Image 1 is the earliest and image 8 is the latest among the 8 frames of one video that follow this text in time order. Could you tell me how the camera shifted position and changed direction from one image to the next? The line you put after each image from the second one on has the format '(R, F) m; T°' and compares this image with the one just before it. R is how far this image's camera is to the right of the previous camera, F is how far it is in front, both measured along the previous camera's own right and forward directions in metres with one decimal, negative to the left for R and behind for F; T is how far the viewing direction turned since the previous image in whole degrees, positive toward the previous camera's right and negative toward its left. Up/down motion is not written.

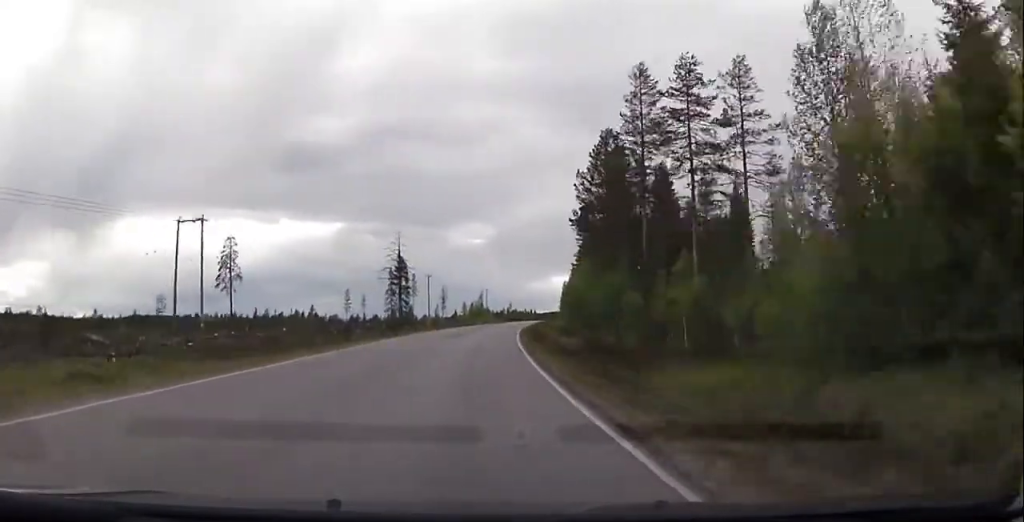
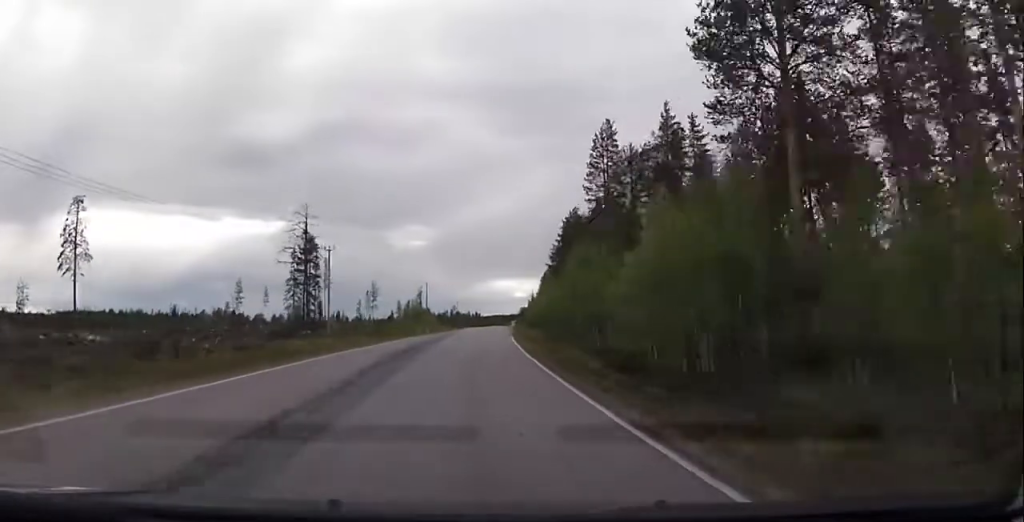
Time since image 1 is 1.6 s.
(+1.8, +44.8) m; +4°
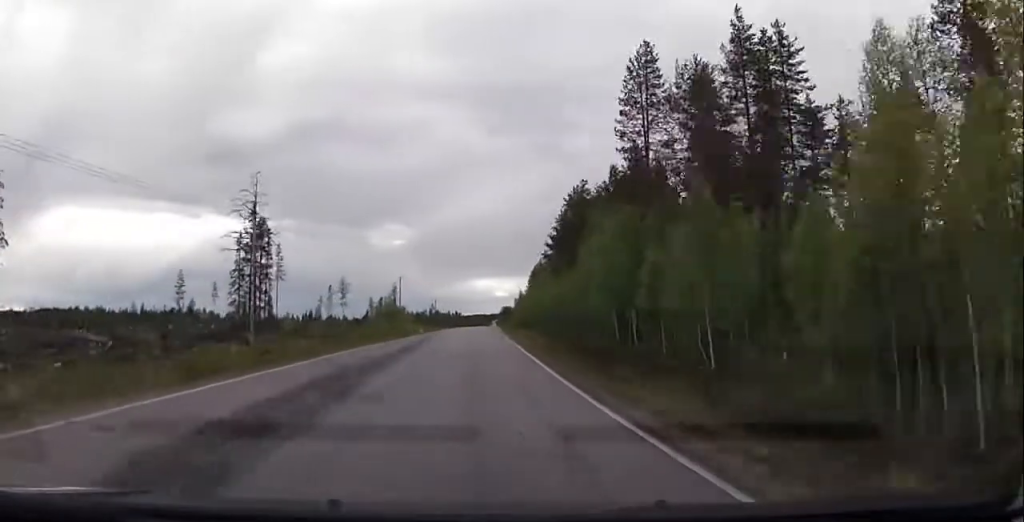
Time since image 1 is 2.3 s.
(+0.2, +18.5) m; +2°
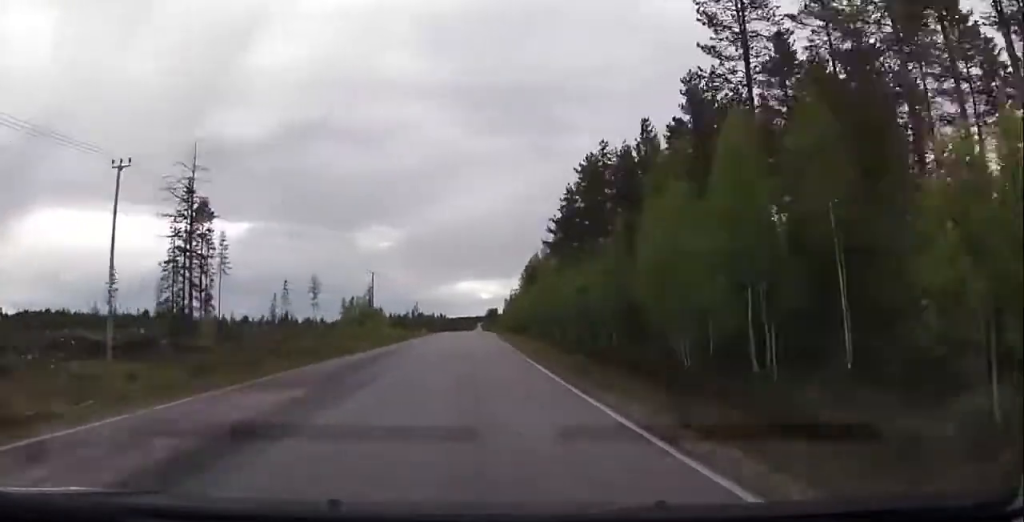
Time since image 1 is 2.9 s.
(+0.5, +17.3) m; +1°
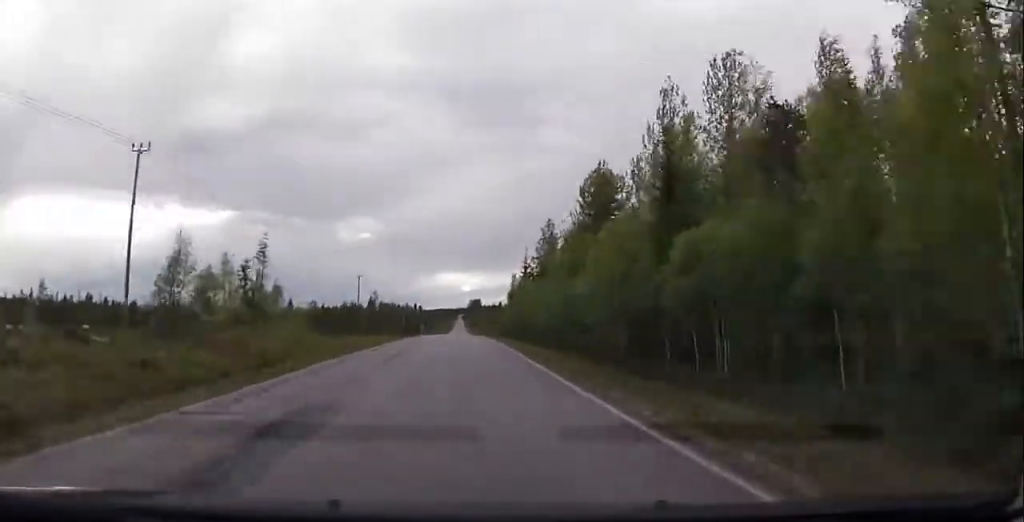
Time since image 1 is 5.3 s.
(+0.8, +67.1) m; +2°
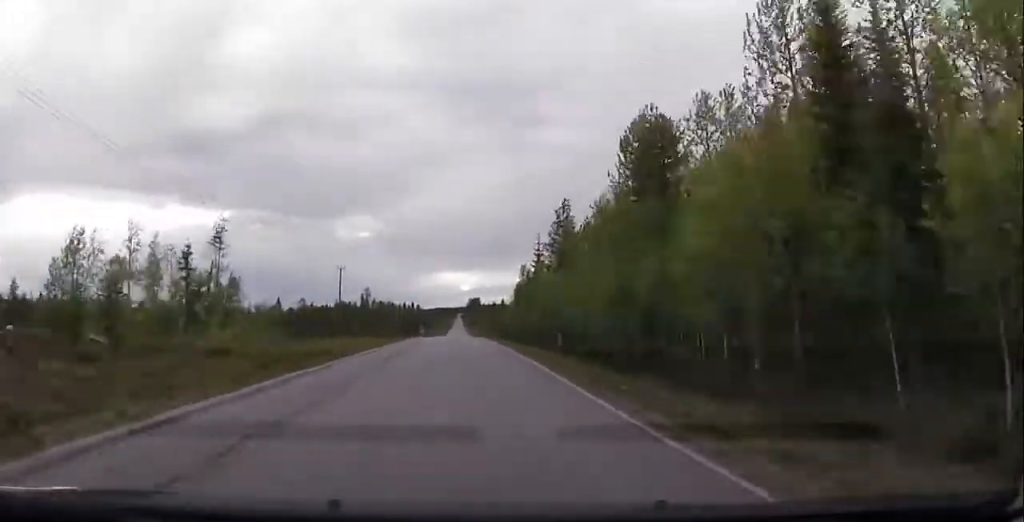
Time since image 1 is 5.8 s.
(+0.4, +14.0) m; 0°
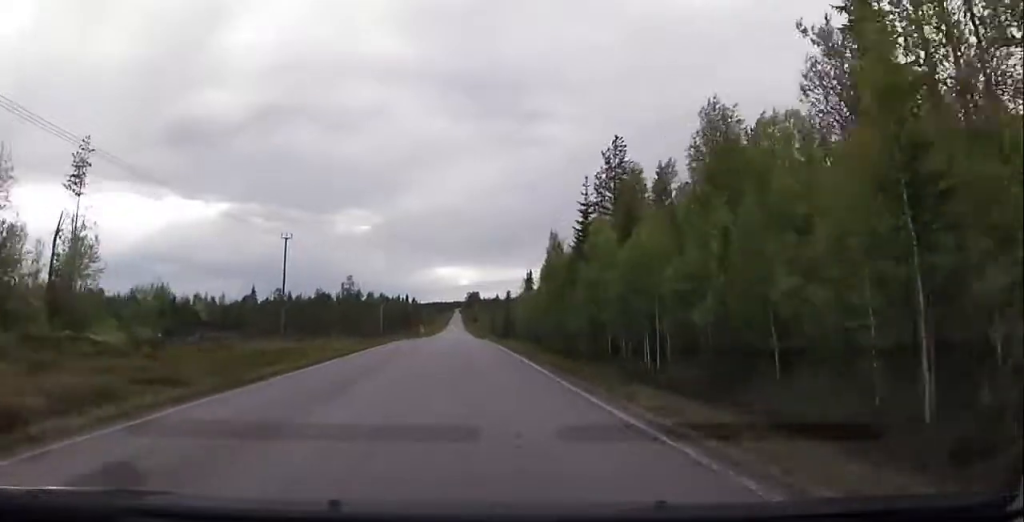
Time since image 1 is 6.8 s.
(+0.1, +25.6) m; 0°
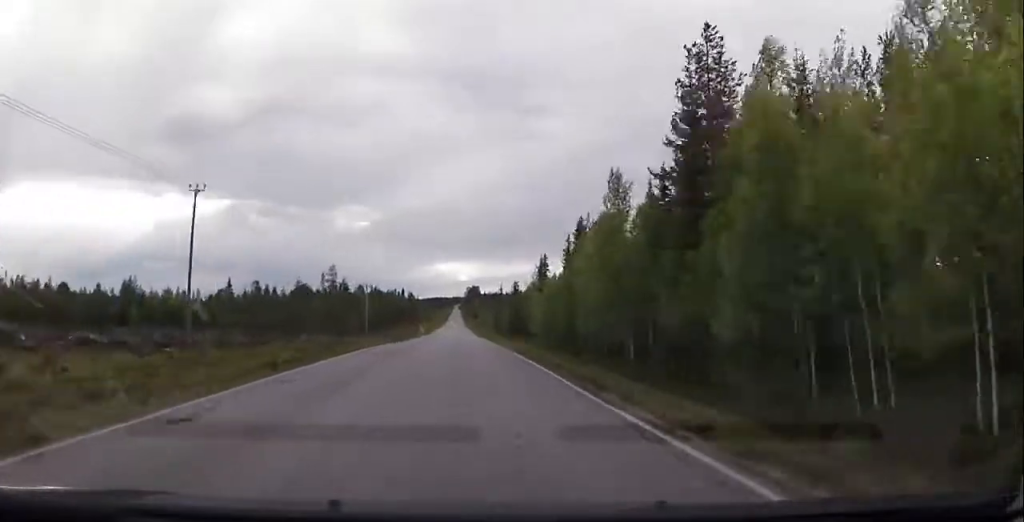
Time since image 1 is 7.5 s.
(-0.1, +19.8) m; 0°
